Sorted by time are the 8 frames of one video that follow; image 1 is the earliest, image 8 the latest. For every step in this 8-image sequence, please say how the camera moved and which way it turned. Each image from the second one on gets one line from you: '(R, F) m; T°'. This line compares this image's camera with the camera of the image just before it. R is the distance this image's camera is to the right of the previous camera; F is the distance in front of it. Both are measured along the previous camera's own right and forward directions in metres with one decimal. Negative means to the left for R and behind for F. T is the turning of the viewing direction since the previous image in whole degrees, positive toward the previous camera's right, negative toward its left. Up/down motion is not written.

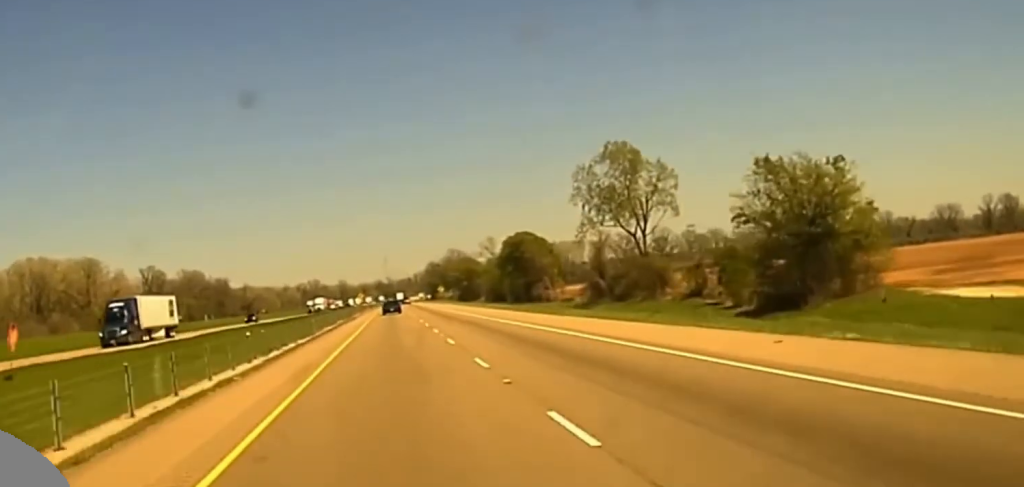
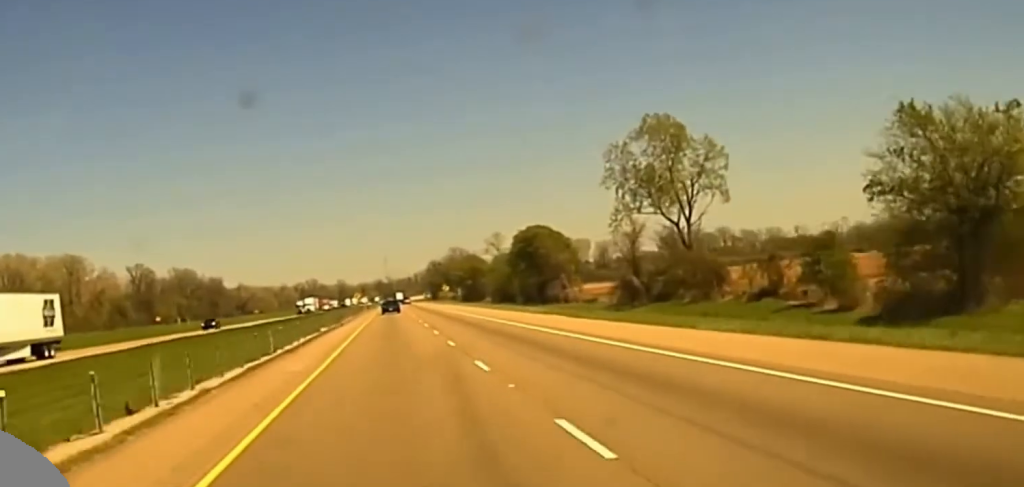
(0.0, +21.3) m; 0°
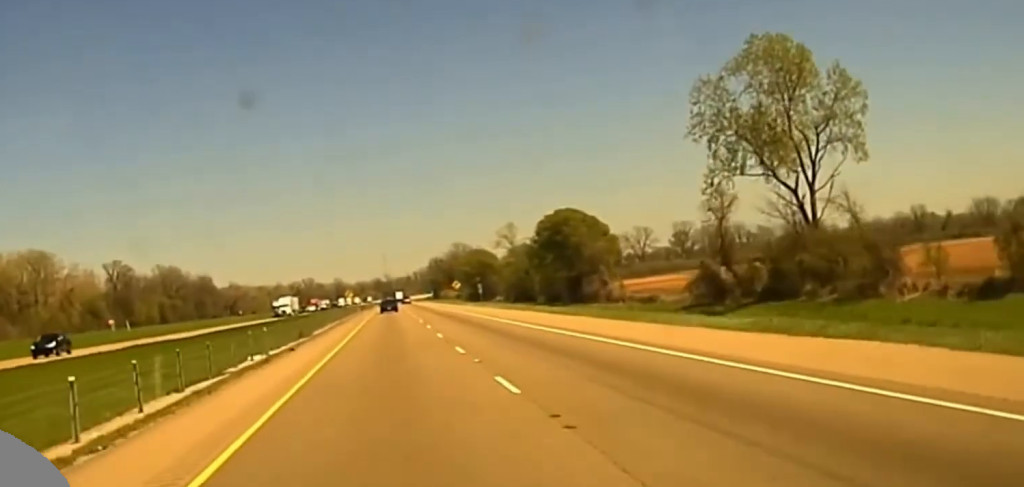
(0.0, +45.4) m; 0°
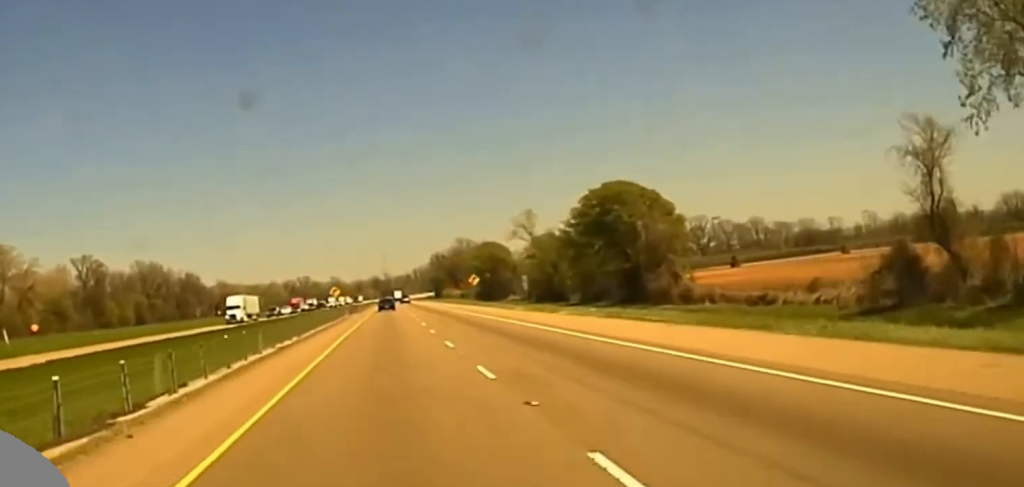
(-0.3, +44.4) m; 0°
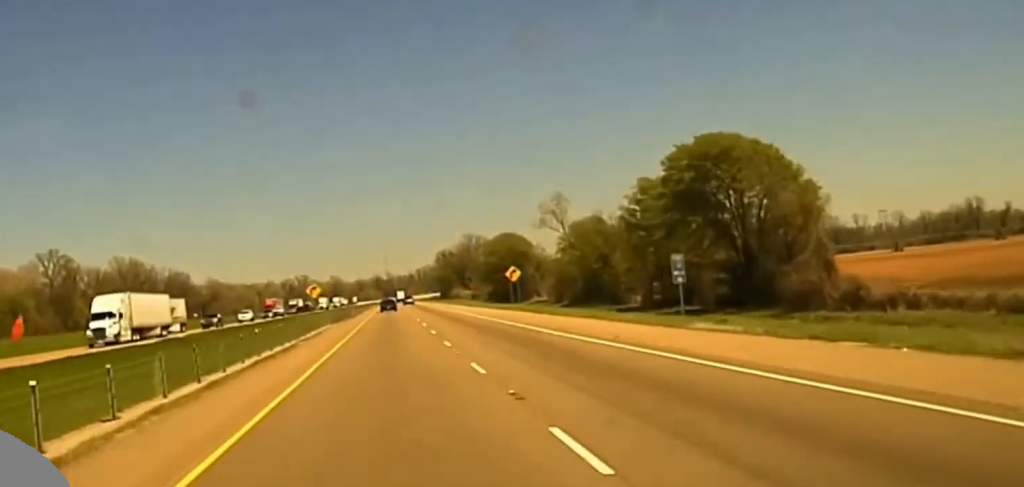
(+0.1, +44.8) m; 0°
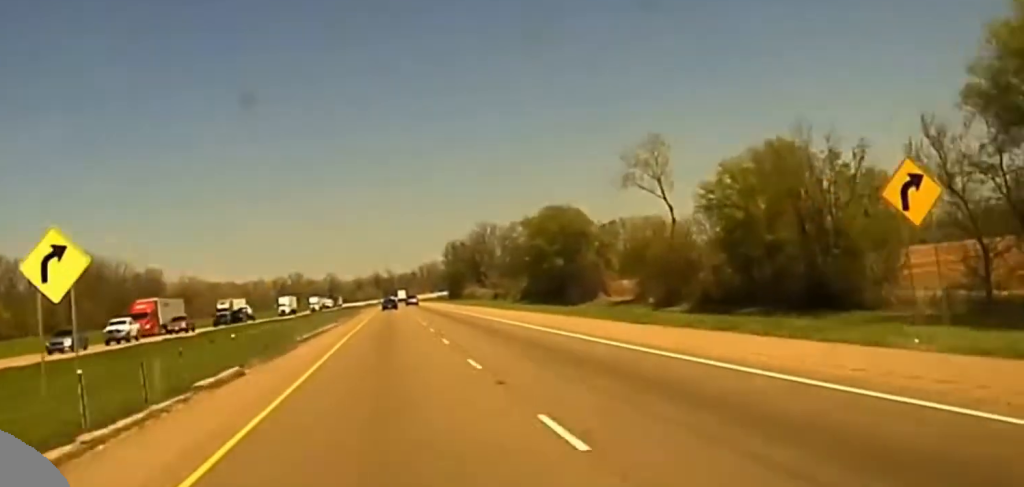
(+0.5, +84.1) m; 0°
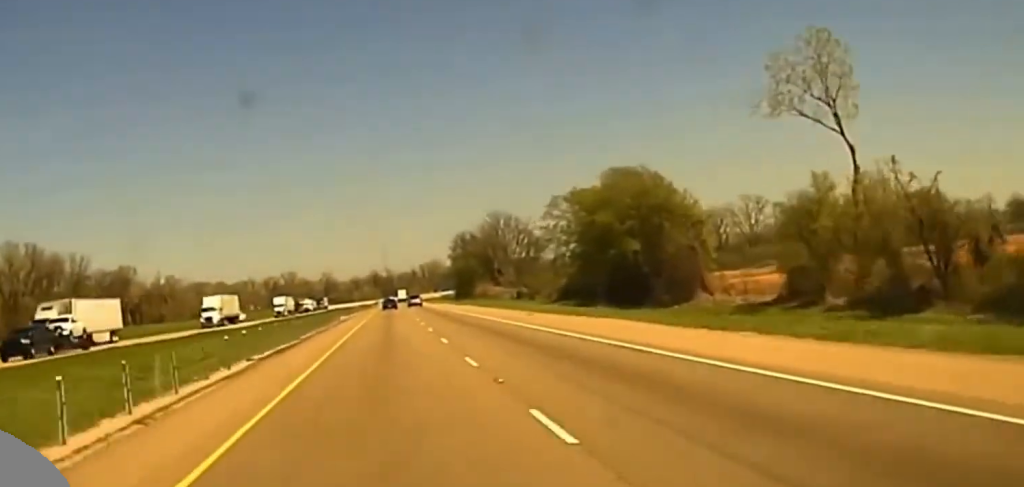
(-0.3, +61.1) m; 0°
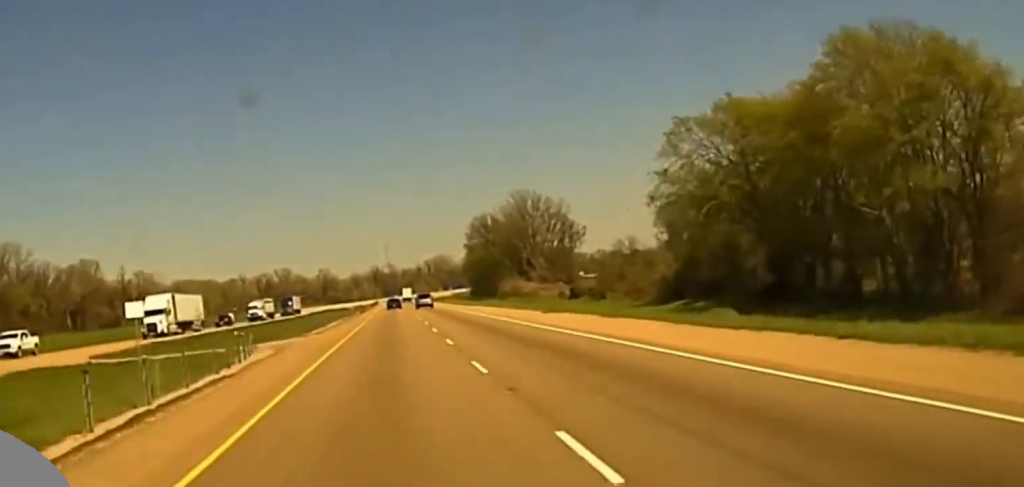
(0.0, +76.6) m; 0°
